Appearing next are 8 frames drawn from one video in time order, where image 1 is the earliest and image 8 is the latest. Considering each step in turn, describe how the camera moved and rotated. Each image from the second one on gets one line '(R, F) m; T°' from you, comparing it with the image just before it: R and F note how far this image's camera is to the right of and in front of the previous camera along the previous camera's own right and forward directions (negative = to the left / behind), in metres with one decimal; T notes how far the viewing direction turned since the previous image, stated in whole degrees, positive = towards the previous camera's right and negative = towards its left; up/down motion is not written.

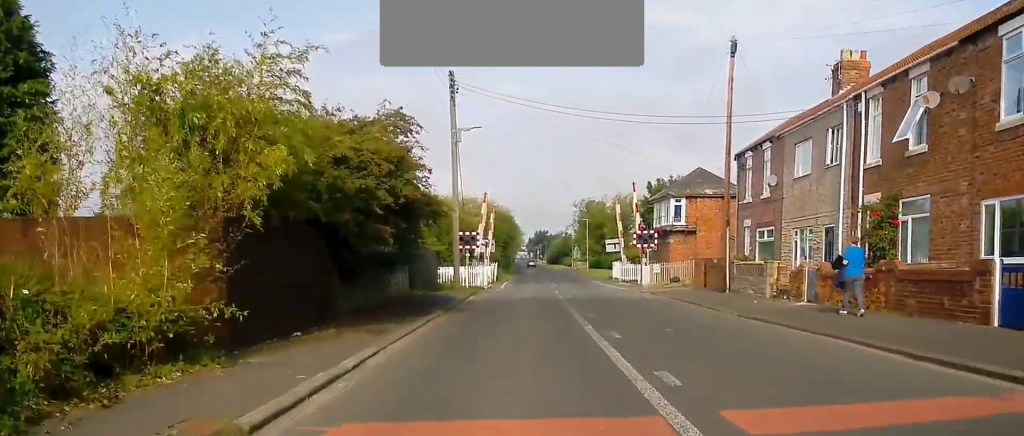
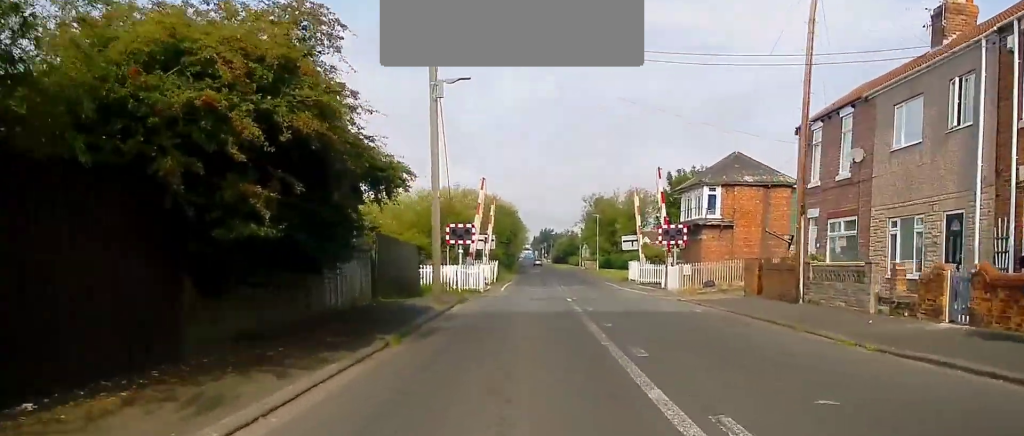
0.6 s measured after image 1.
(-0.1, +7.5) m; -1°
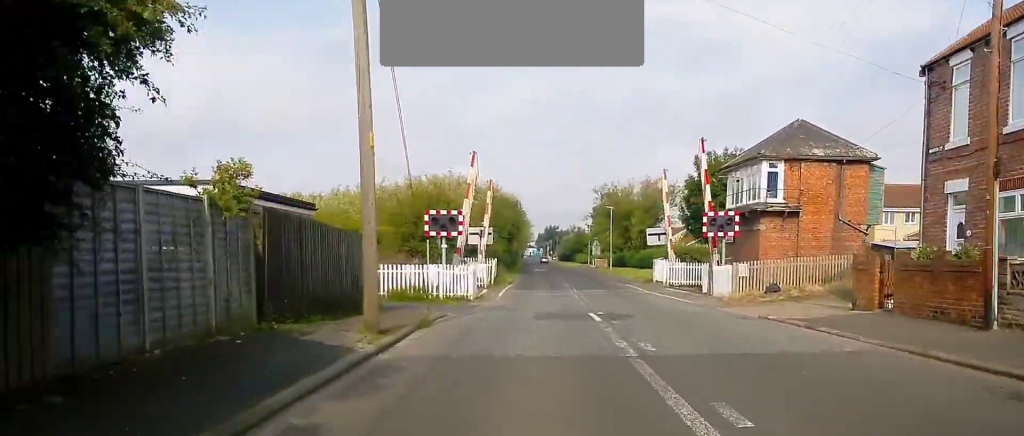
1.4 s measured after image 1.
(0.0, +9.4) m; 0°
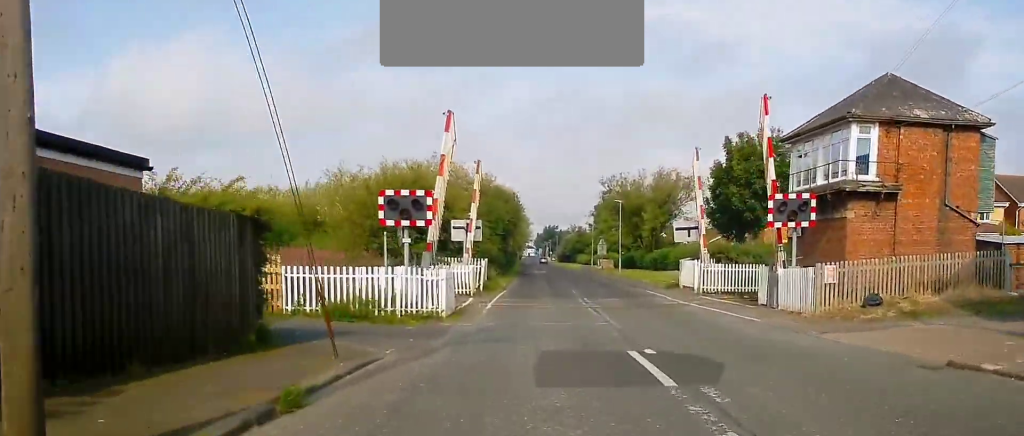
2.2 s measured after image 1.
(0.0, +8.8) m; 0°
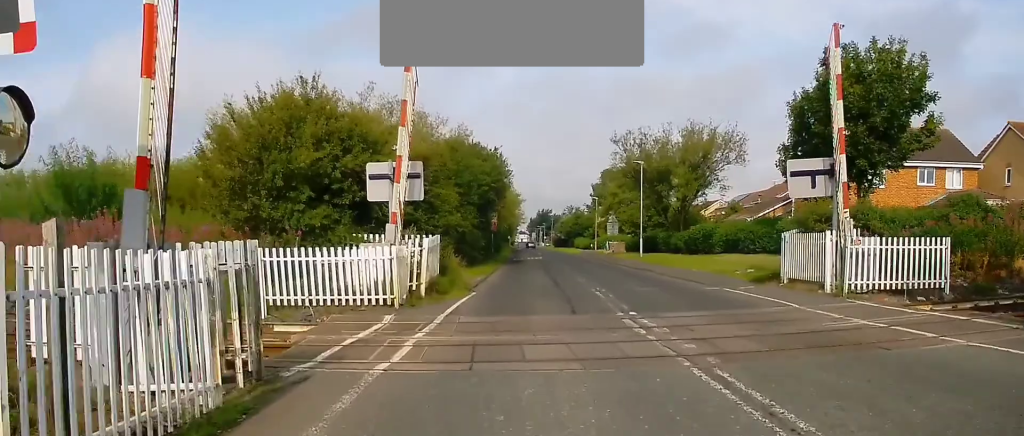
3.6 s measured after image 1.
(+0.3, +16.5) m; +2°
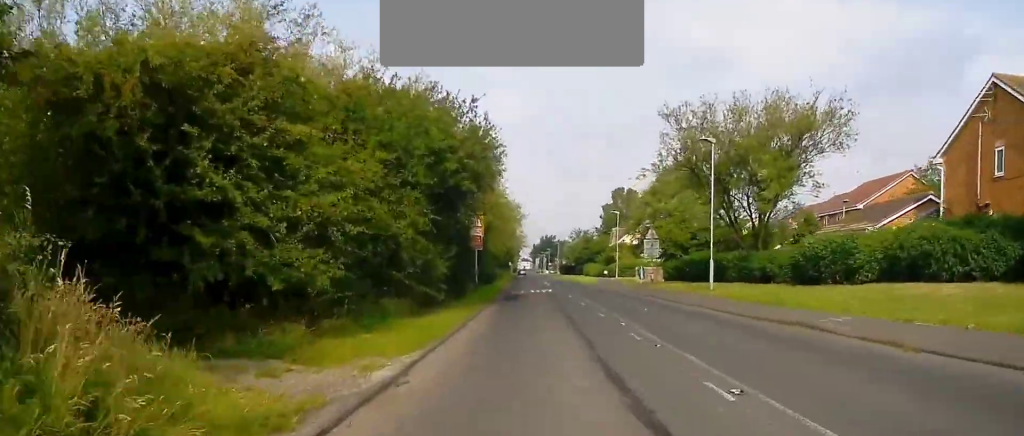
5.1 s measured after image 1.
(-0.1, +18.7) m; -2°
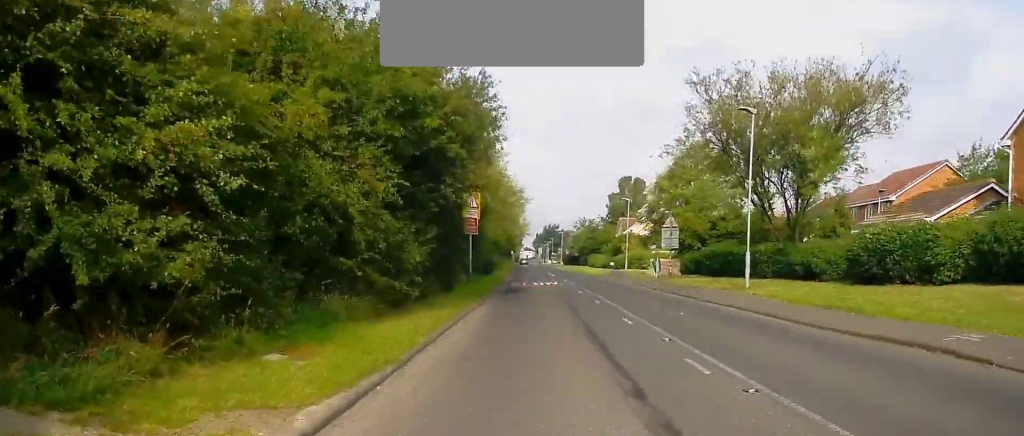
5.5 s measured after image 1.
(0.0, +5.0) m; 0°
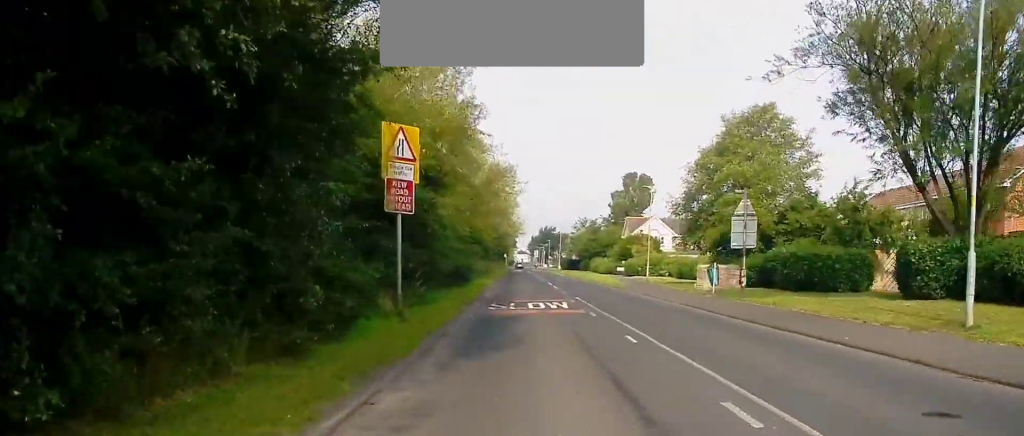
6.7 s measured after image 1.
(+0.3, +14.7) m; +2°
